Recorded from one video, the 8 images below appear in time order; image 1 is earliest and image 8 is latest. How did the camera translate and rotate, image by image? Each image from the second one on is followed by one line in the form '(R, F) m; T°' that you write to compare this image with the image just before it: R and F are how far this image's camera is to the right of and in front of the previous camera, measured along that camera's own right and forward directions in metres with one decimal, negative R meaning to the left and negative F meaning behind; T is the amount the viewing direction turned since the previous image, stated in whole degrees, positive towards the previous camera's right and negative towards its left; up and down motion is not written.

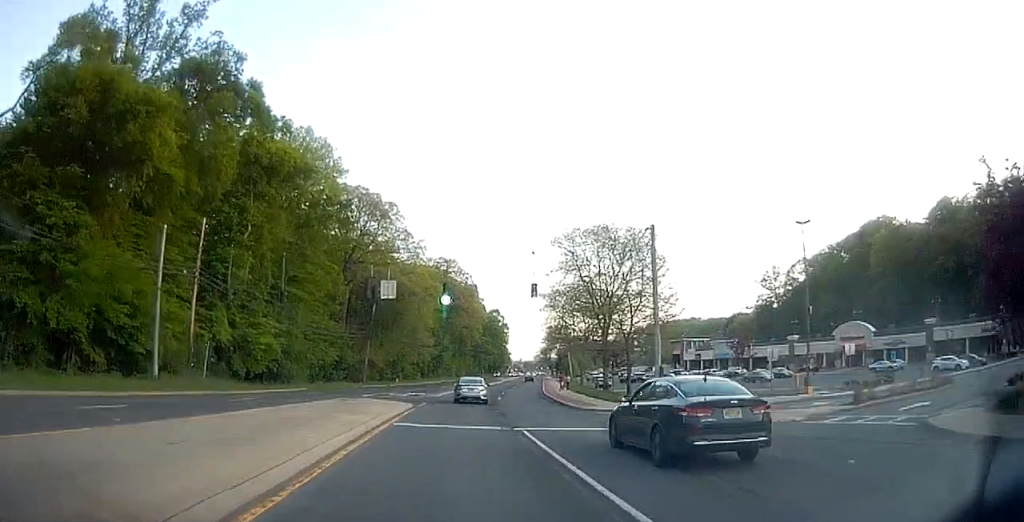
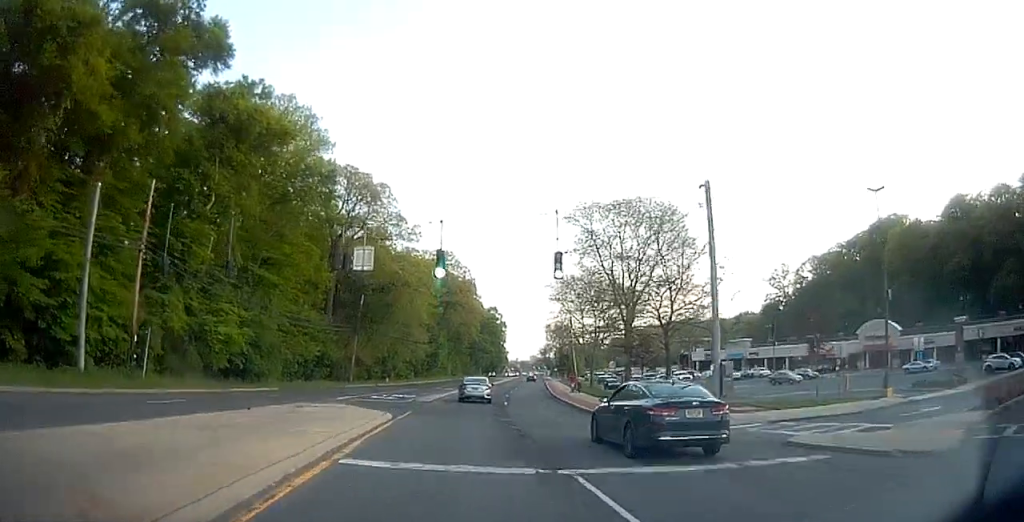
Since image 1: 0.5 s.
(+0.1, +7.9) m; +1°
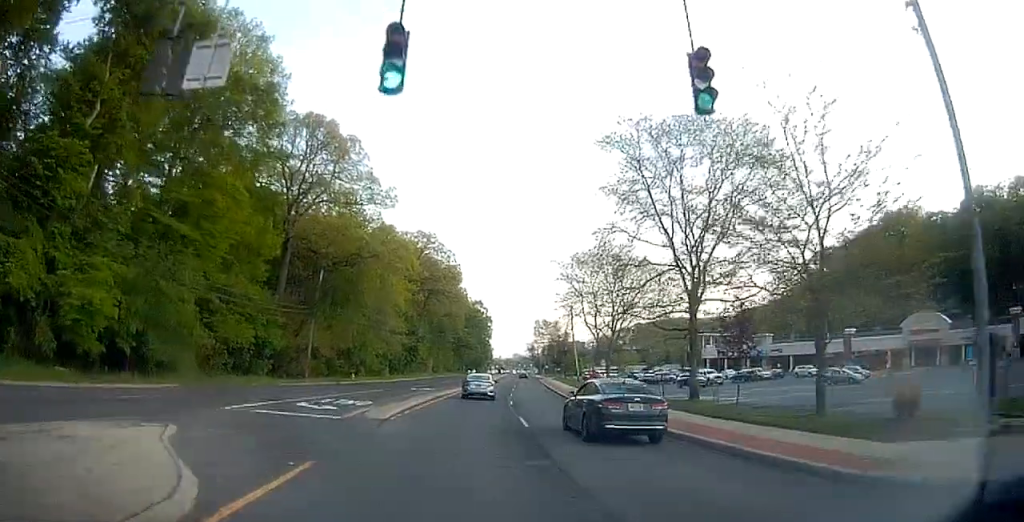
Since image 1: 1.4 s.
(+0.4, +15.2) m; +2°
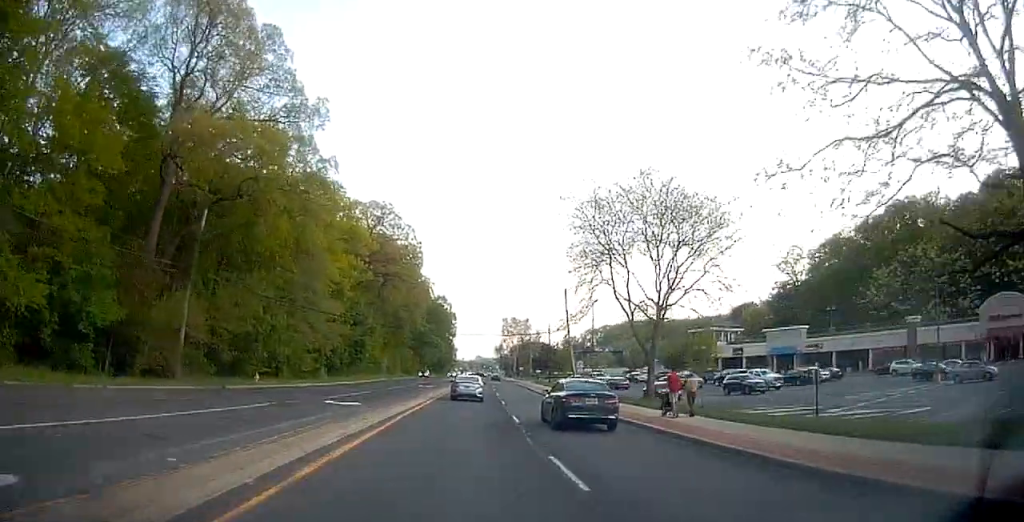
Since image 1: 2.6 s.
(+0.2, +22.4) m; +2°
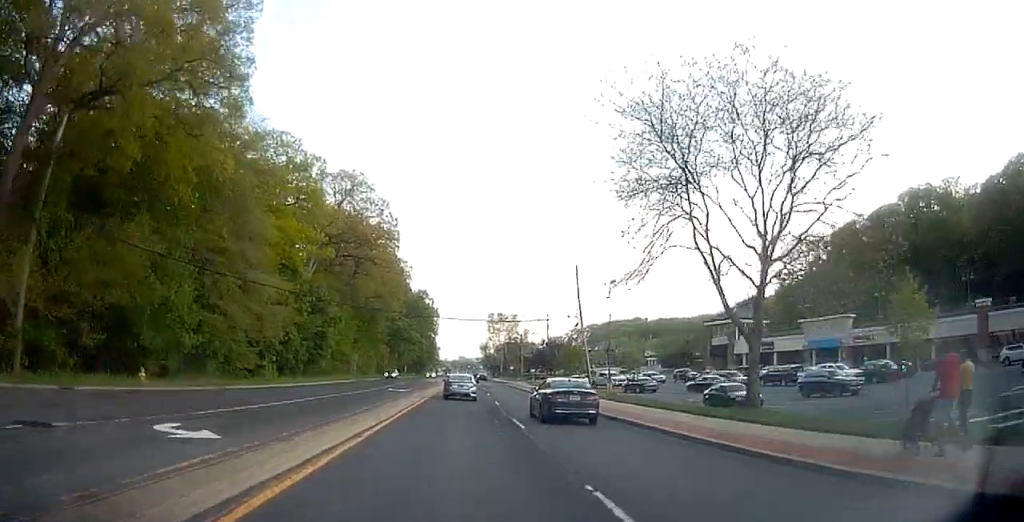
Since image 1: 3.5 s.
(+0.2, +15.0) m; +2°
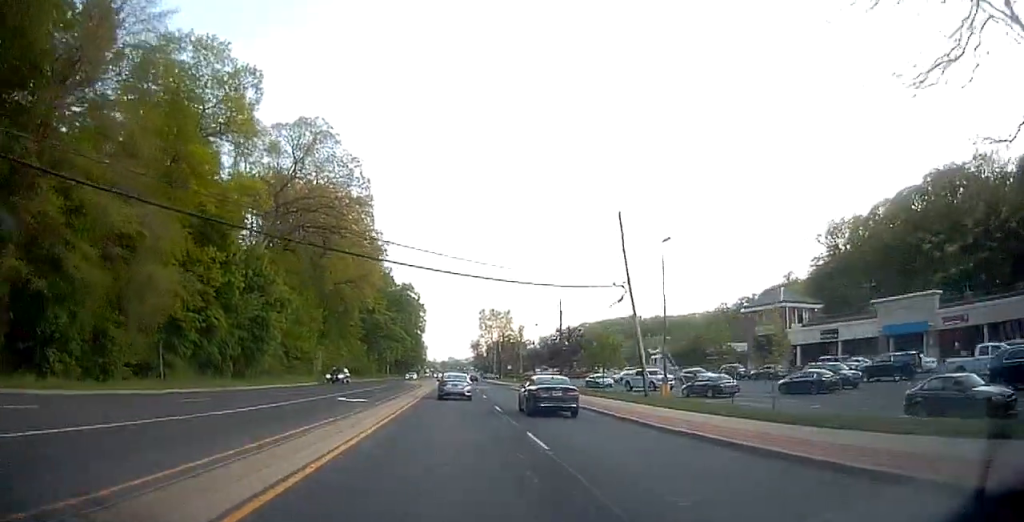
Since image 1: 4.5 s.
(+0.4, +18.1) m; +1°
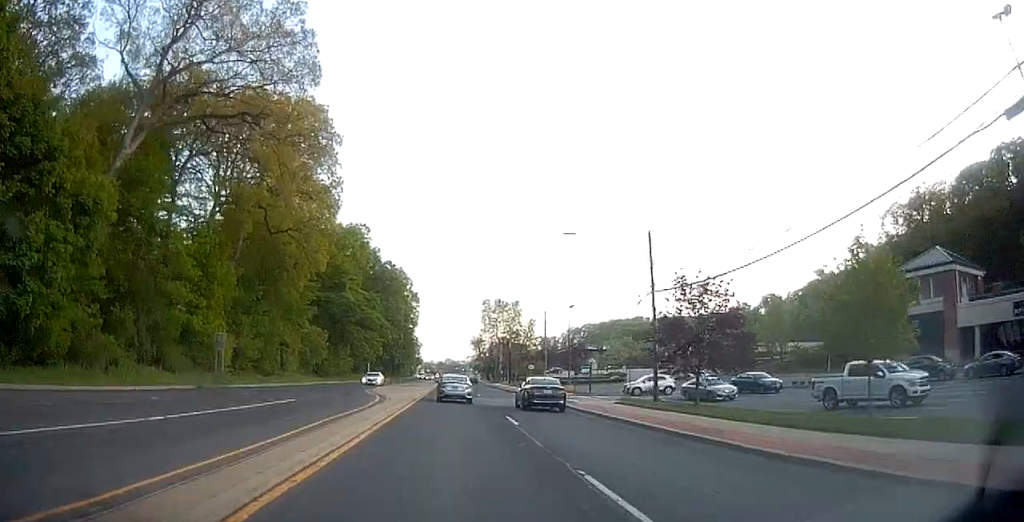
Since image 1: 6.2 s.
(-0.4, +30.8) m; 0°
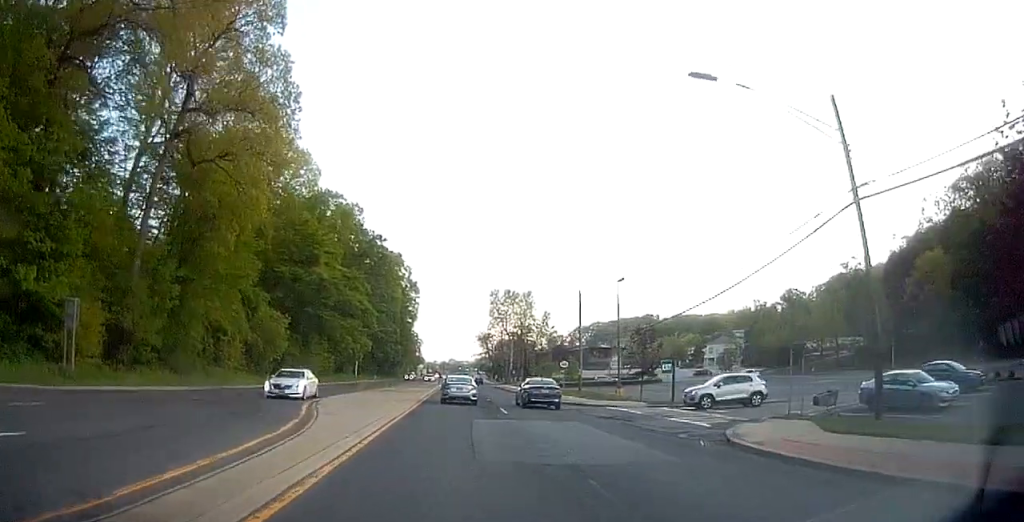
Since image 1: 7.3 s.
(+0.2, +19.4) m; 0°
